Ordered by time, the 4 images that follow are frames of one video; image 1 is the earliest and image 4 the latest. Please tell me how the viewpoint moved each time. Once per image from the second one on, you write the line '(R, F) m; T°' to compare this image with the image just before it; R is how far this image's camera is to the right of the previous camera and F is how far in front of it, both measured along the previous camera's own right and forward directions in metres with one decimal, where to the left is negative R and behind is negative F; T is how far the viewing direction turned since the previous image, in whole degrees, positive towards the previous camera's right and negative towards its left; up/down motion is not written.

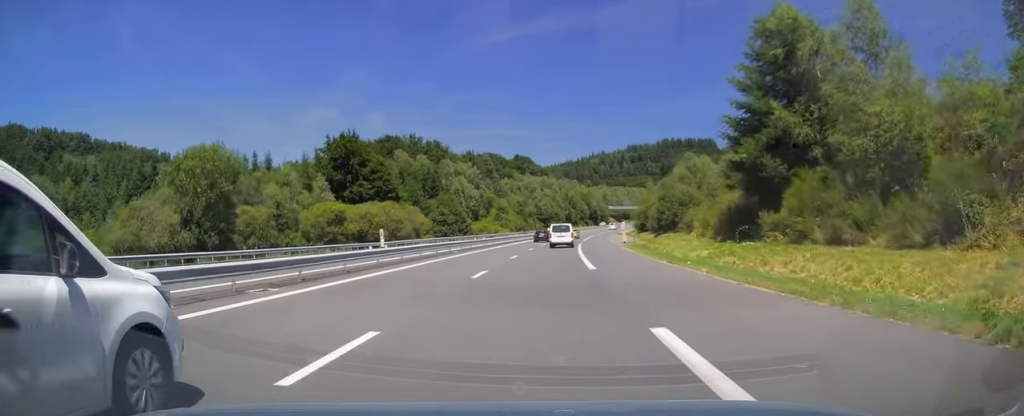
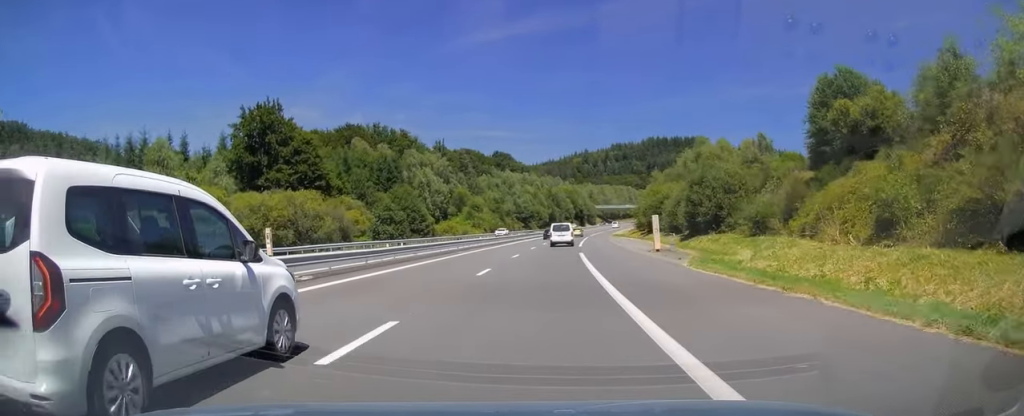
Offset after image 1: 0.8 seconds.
(+0.5, +25.2) m; +2°
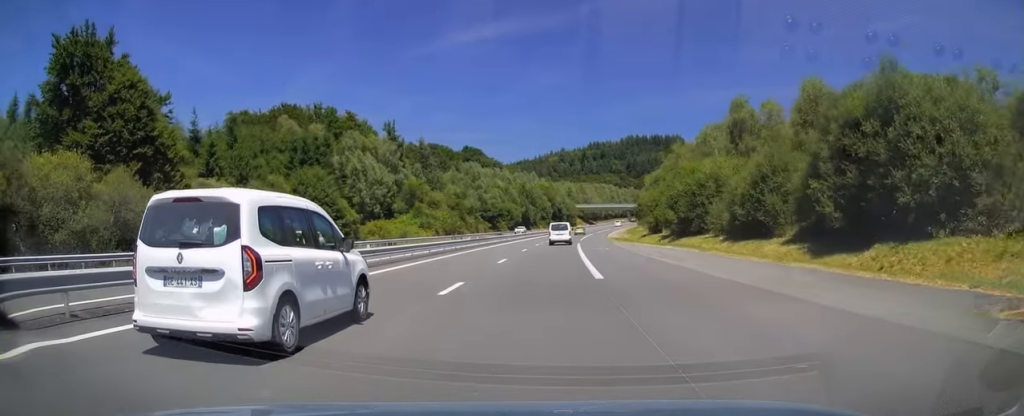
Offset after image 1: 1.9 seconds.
(+0.7, +32.2) m; +2°
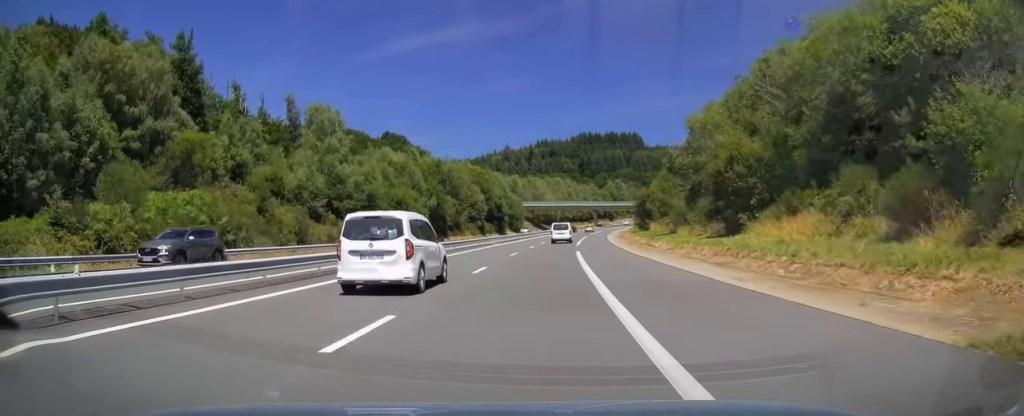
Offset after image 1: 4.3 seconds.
(+3.2, +71.4) m; +5°
